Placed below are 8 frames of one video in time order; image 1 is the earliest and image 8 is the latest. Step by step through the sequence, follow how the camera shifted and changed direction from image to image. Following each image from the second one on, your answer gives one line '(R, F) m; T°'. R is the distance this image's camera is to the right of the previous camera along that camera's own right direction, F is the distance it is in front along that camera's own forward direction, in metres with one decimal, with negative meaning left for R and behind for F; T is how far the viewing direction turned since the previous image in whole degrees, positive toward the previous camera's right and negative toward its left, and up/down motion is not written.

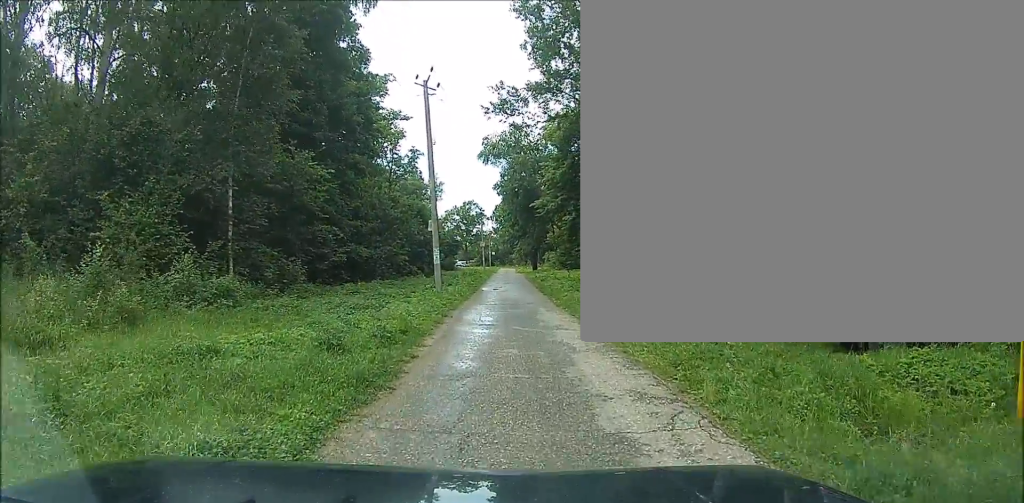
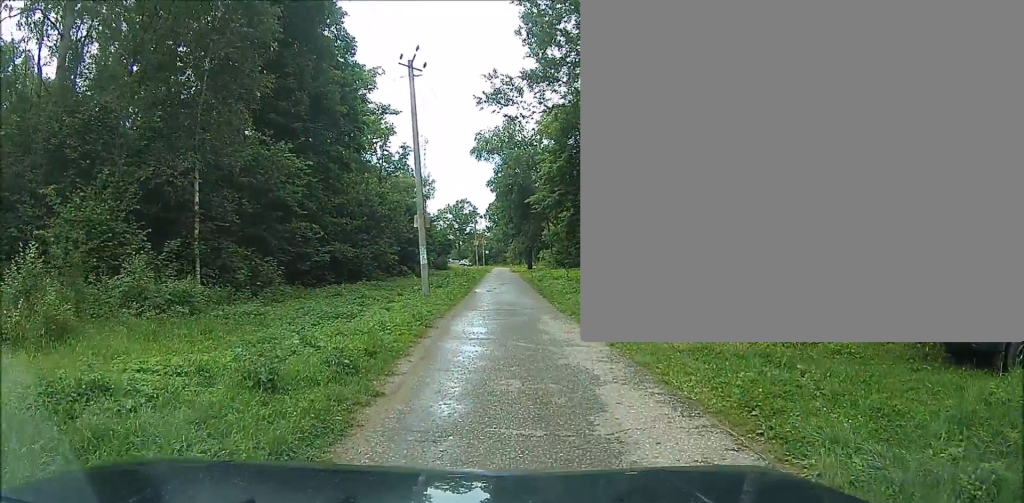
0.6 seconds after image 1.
(-0.1, +2.9) m; +1°
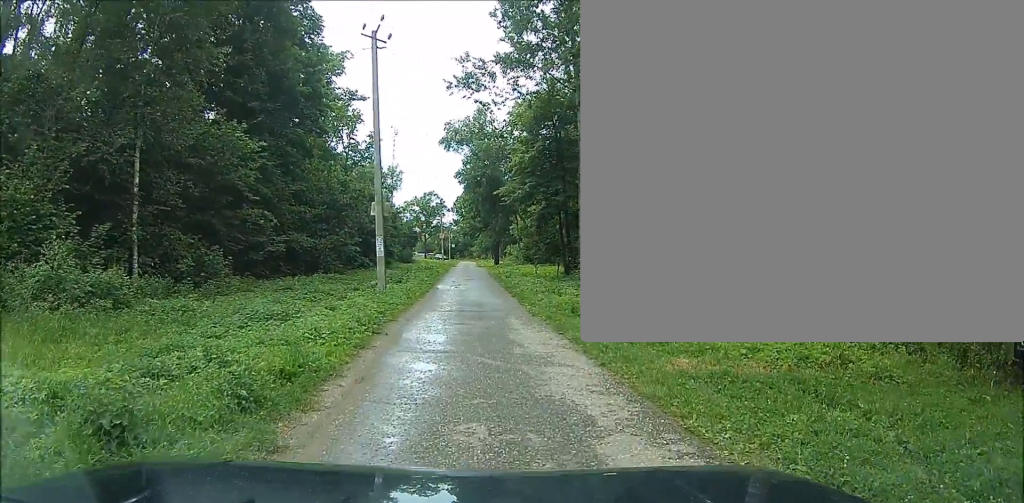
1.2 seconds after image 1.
(0.0, +2.7) m; +1°
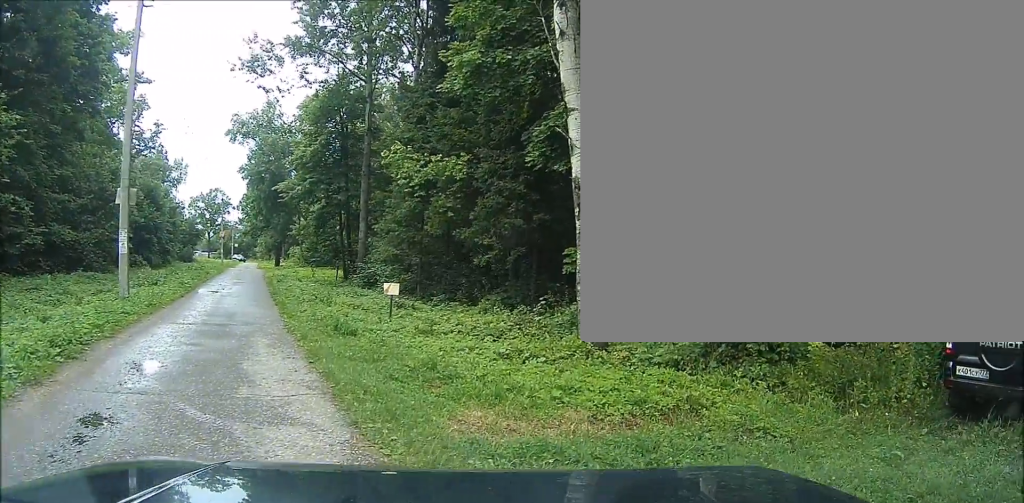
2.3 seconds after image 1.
(+0.2, +4.6) m; +6°
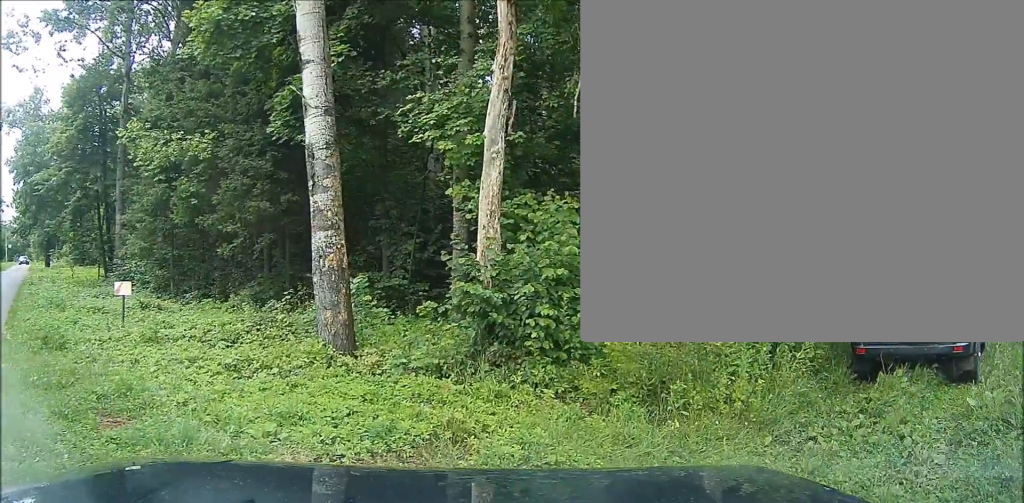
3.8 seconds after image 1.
(+0.4, +4.6) m; +14°
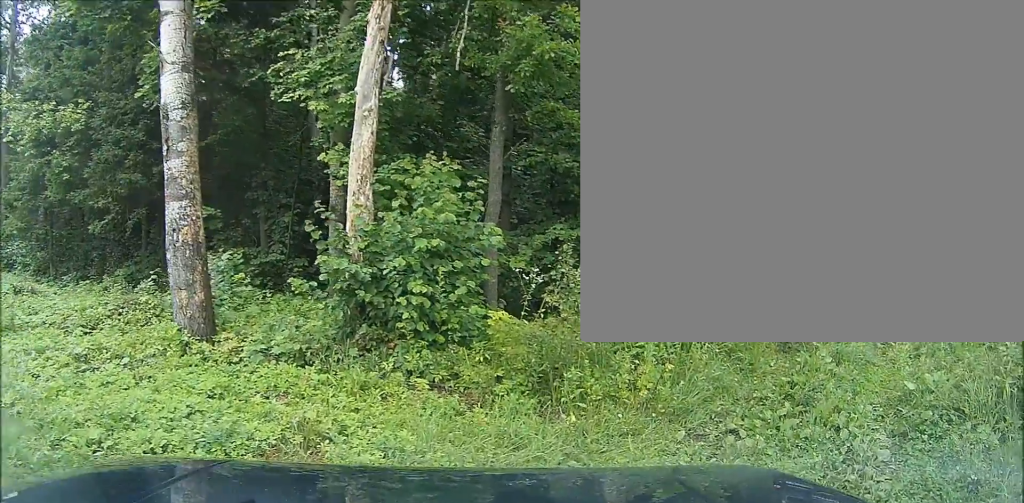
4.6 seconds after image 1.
(+0.2, +1.9) m; +9°
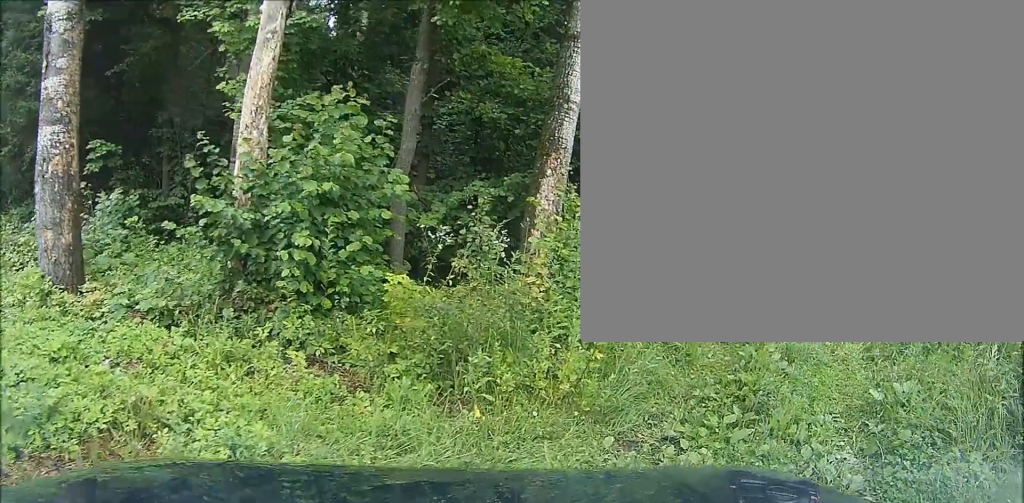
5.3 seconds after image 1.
(+0.1, +1.4) m; +7°
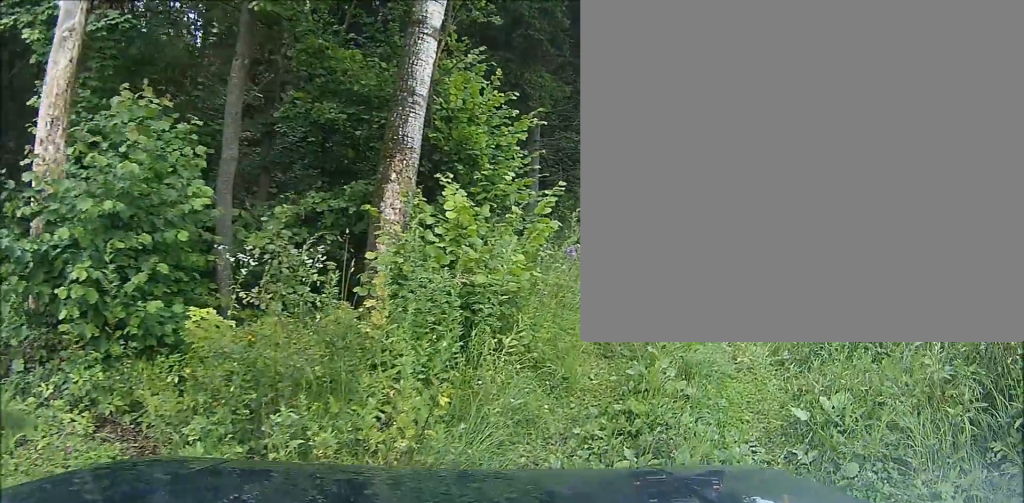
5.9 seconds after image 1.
(+0.1, +1.2) m; +7°
